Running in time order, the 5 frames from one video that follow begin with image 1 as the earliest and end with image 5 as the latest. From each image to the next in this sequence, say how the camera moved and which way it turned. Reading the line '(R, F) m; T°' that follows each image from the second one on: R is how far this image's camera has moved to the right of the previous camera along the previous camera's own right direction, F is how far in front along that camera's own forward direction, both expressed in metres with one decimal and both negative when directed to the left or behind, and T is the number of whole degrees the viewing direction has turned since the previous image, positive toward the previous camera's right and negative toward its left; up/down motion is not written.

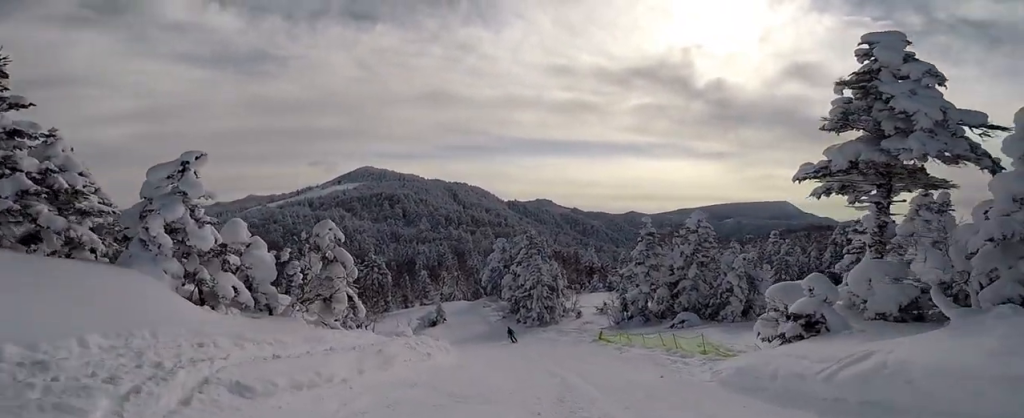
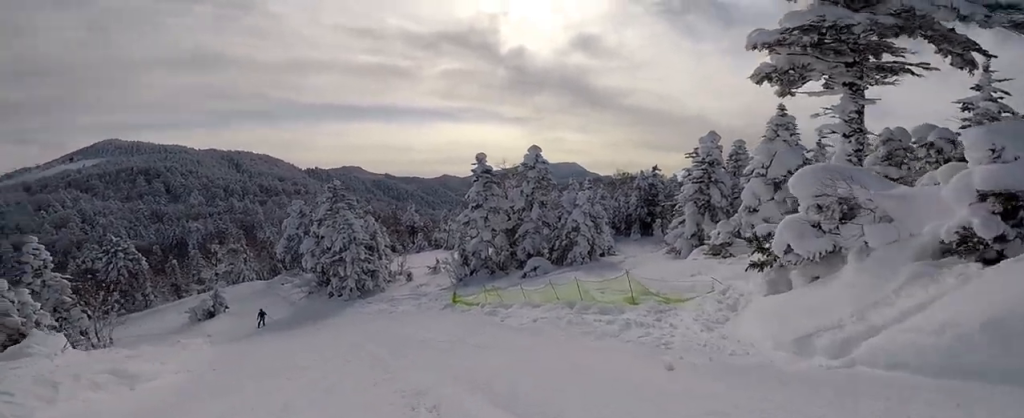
(+1.2, +6.8) m; +6°
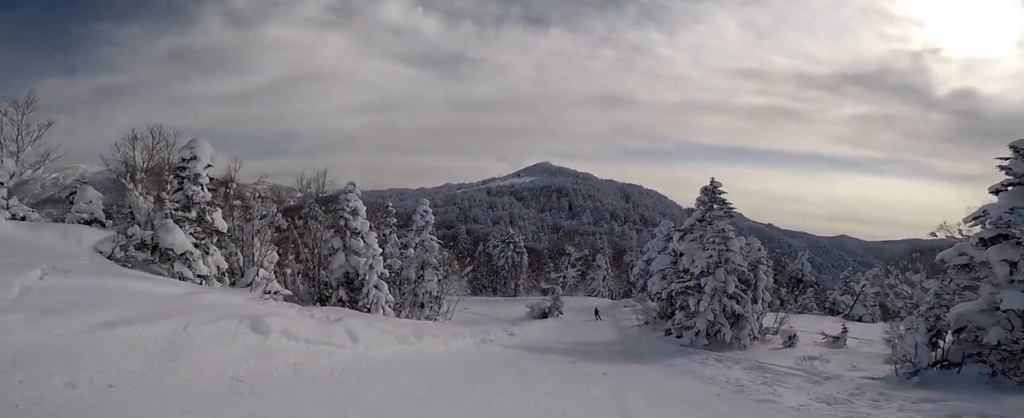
(-3.7, +11.3) m; -25°
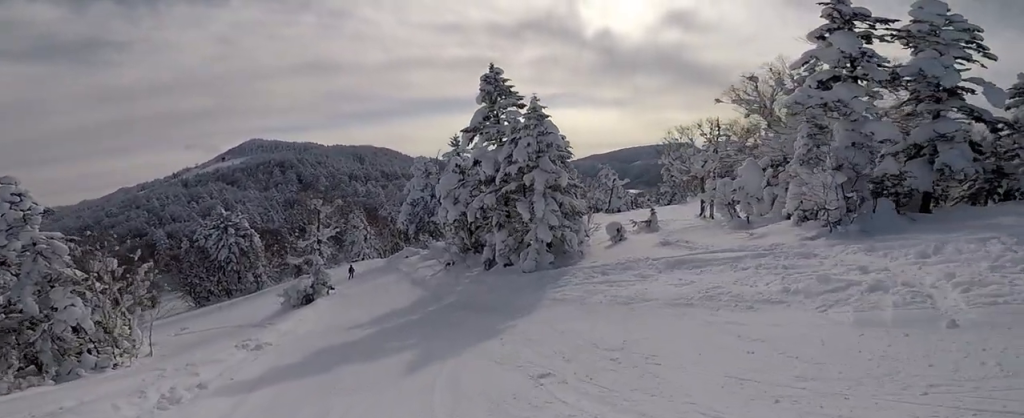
(+1.2, +9.4) m; +7°
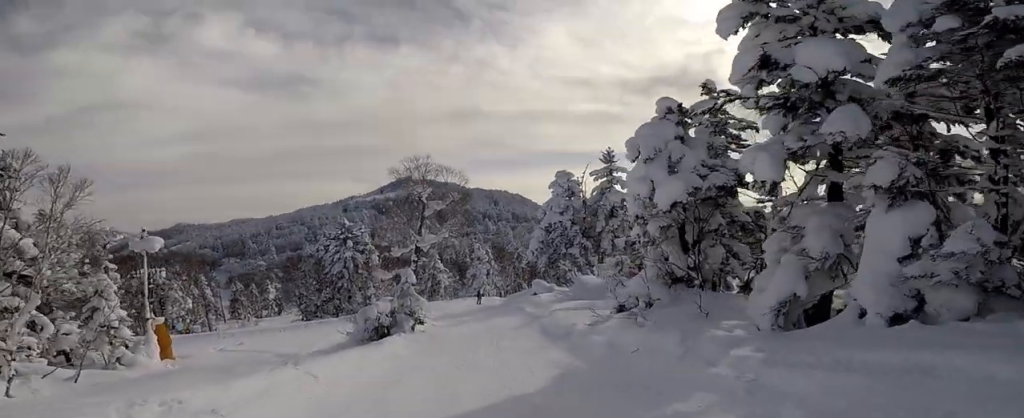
(-2.2, +12.9) m; -10°
